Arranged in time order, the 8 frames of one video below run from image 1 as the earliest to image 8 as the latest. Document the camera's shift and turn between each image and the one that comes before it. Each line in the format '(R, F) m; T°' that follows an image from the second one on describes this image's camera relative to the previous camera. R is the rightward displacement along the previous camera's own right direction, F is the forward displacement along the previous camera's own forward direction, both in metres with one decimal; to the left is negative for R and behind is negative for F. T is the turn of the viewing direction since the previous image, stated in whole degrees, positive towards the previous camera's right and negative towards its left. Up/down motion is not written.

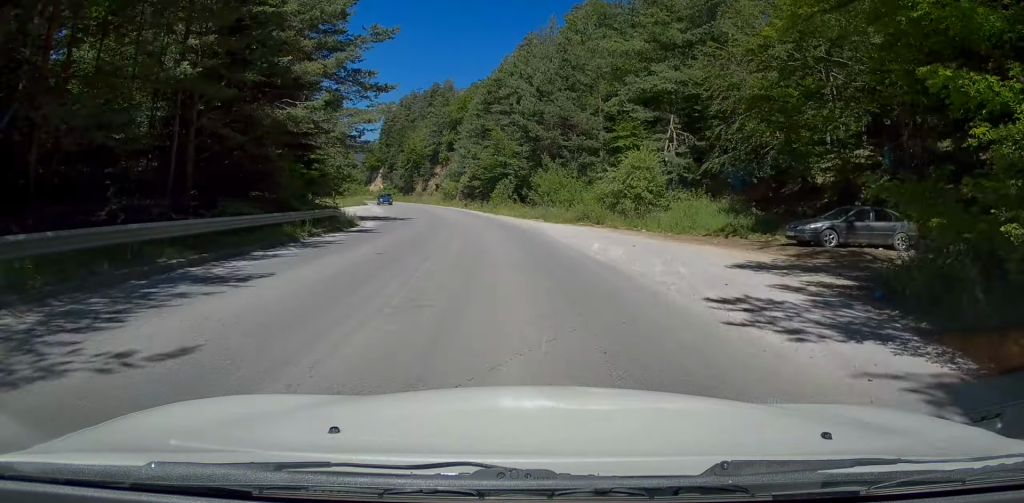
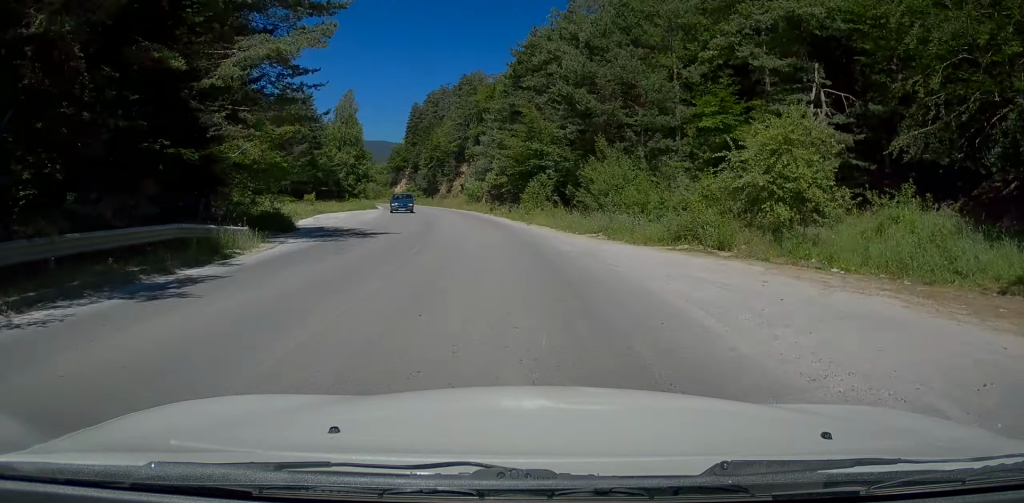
(0.0, +14.2) m; -1°
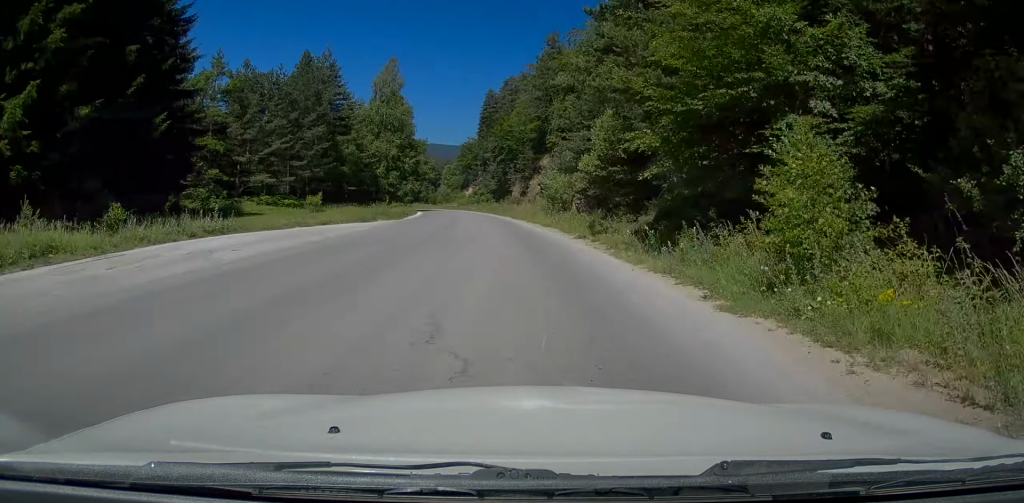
(-1.6, +27.4) m; -10°
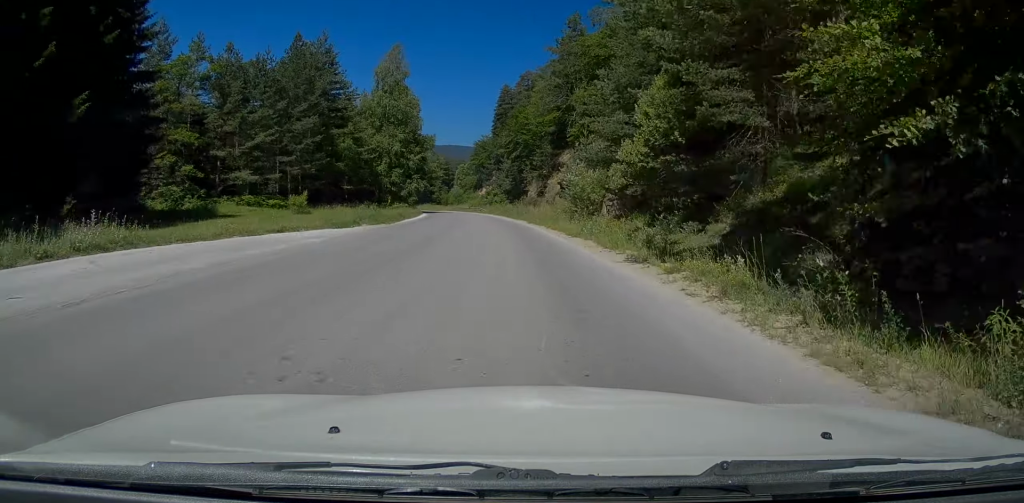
(-0.6, +8.0) m; -3°
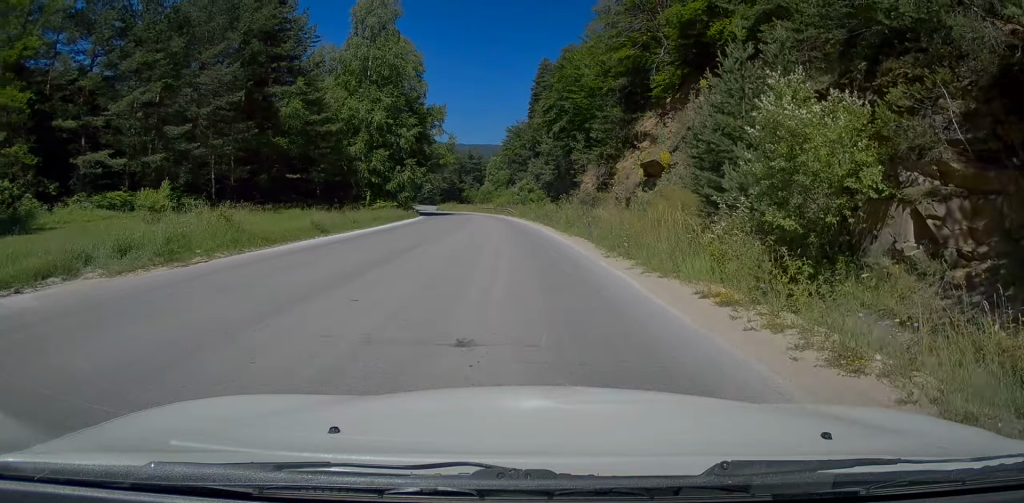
(-0.8, +24.4) m; -3°
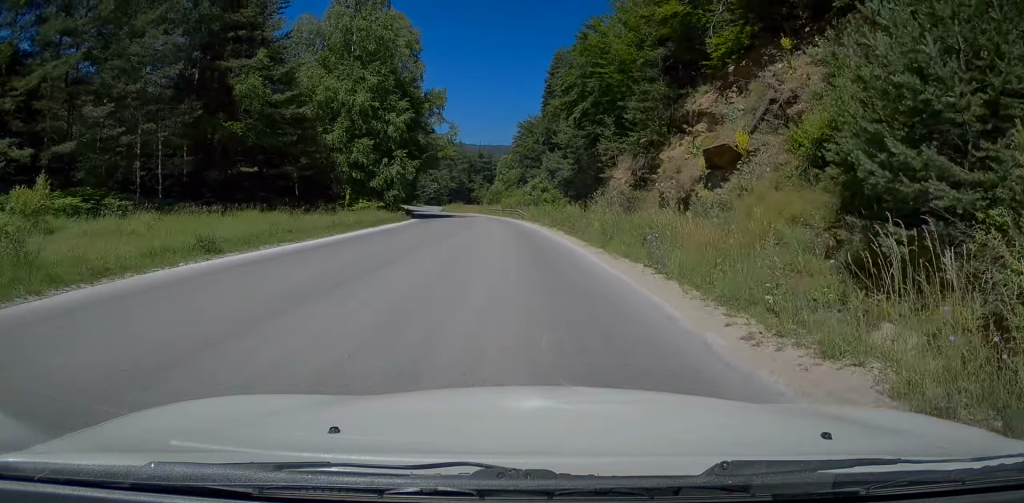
(-0.2, +8.5) m; -1°
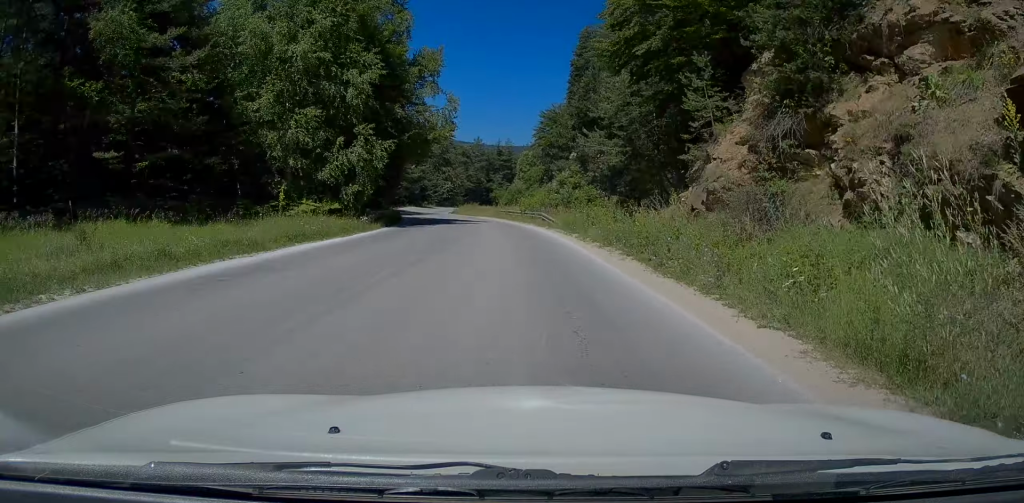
(-0.1, +13.6) m; -2°
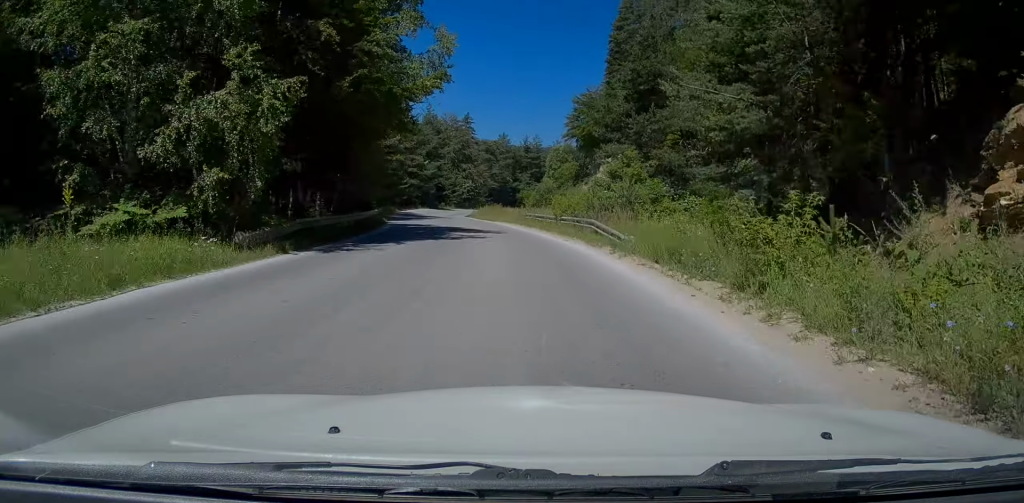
(-0.5, +14.1) m; -3°
